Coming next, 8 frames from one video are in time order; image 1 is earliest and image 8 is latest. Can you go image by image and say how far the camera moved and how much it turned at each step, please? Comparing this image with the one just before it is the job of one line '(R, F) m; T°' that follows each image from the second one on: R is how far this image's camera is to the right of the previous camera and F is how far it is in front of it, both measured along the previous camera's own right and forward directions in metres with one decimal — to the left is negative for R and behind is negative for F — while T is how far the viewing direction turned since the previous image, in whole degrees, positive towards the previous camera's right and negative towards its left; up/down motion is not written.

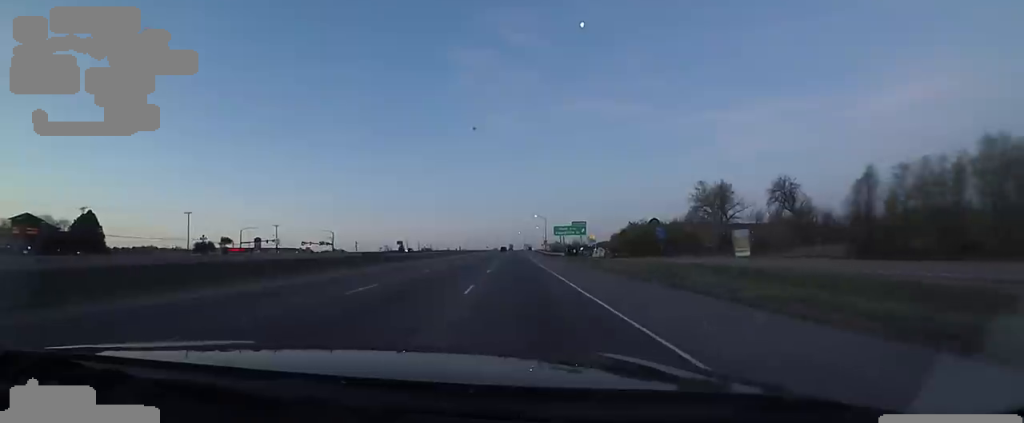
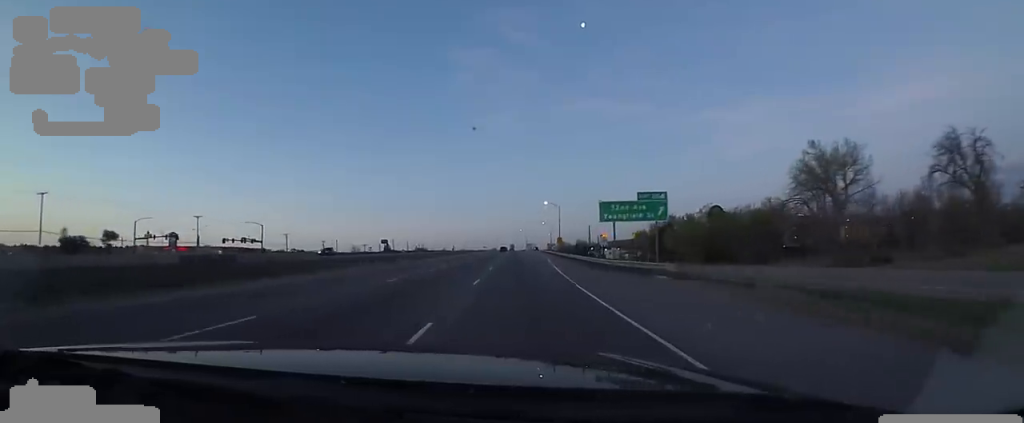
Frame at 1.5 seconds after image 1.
(0.0, +45.0) m; 0°
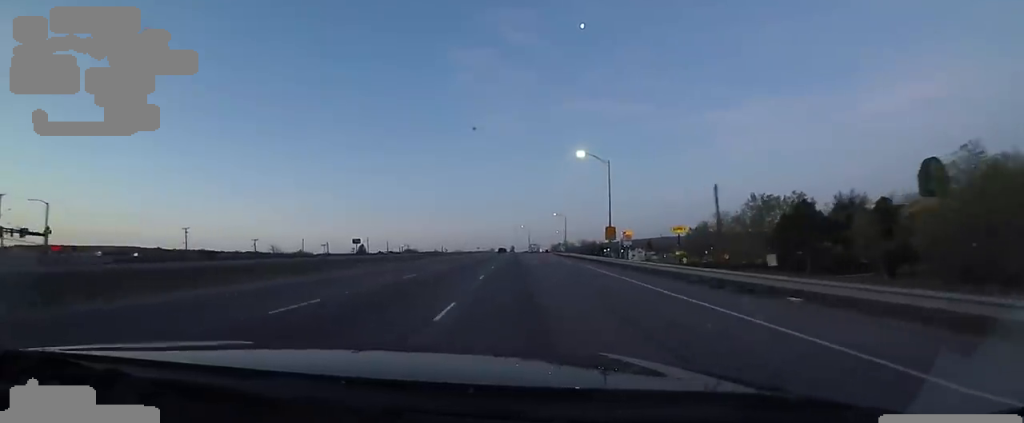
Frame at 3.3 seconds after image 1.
(0.0, +57.7) m; 0°
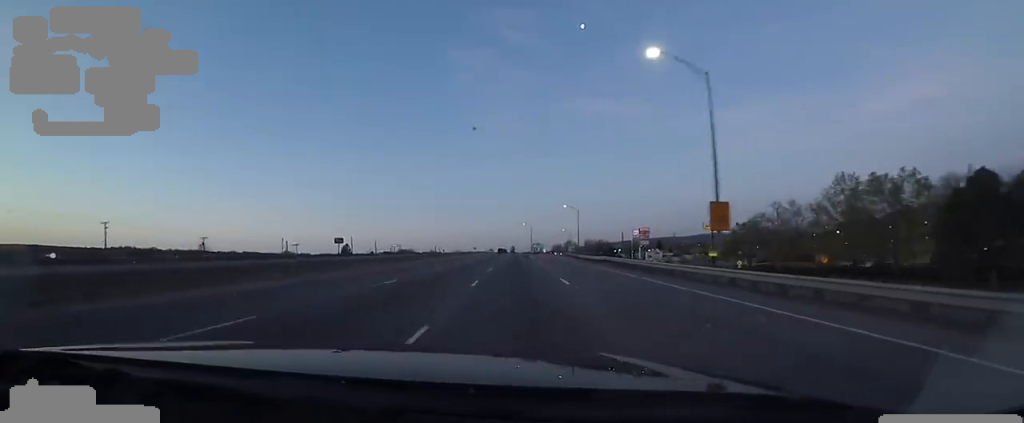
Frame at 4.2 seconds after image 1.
(0.0, +27.7) m; 0°
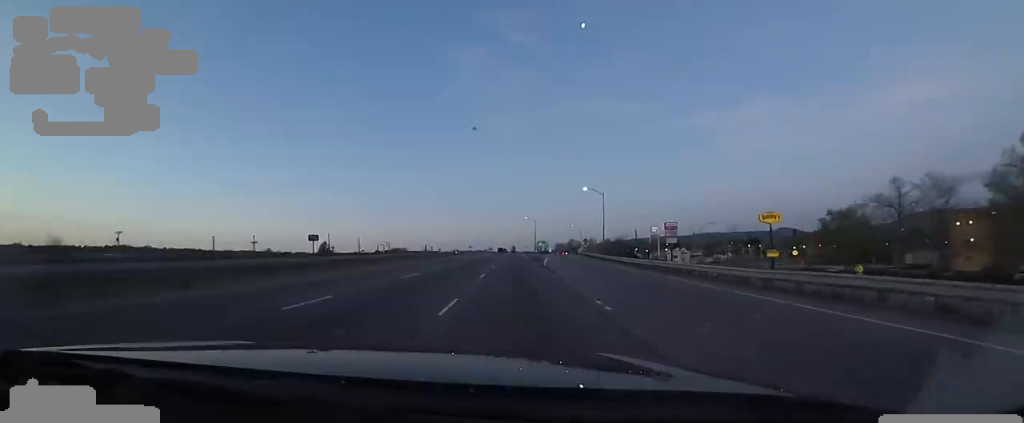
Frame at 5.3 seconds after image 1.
(0.0, +33.1) m; -1°
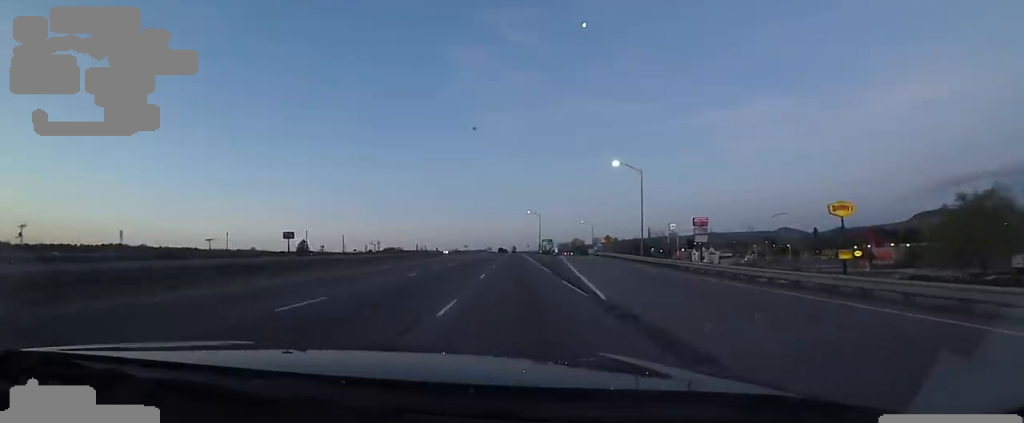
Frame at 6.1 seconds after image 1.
(-0.1, +26.6) m; -1°
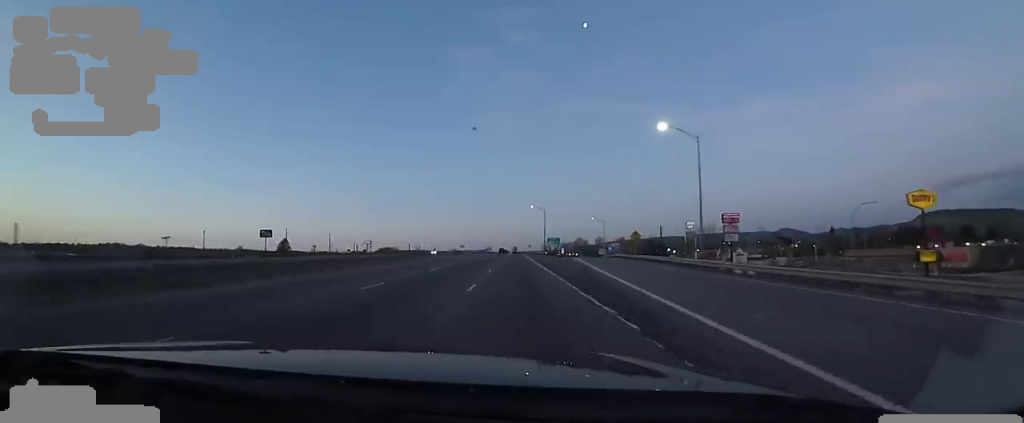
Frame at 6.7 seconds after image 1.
(-0.6, +20.1) m; 0°
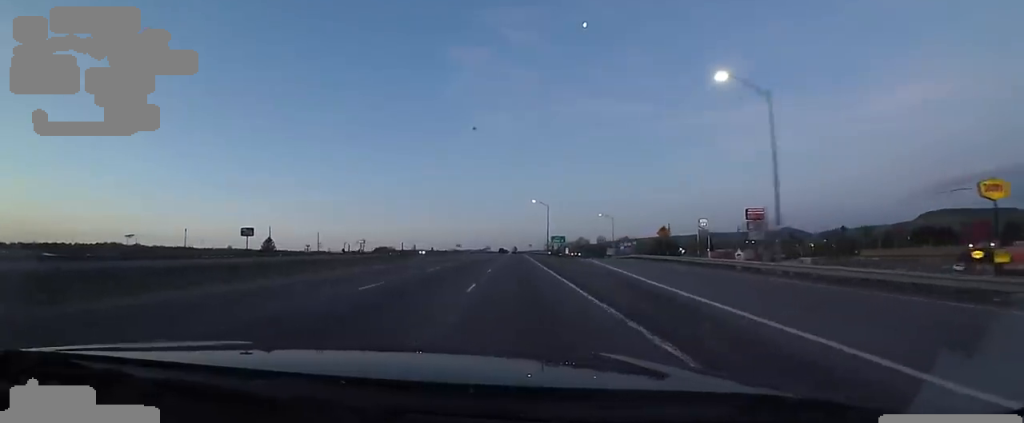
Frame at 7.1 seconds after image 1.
(0.0, +13.2) m; 0°
